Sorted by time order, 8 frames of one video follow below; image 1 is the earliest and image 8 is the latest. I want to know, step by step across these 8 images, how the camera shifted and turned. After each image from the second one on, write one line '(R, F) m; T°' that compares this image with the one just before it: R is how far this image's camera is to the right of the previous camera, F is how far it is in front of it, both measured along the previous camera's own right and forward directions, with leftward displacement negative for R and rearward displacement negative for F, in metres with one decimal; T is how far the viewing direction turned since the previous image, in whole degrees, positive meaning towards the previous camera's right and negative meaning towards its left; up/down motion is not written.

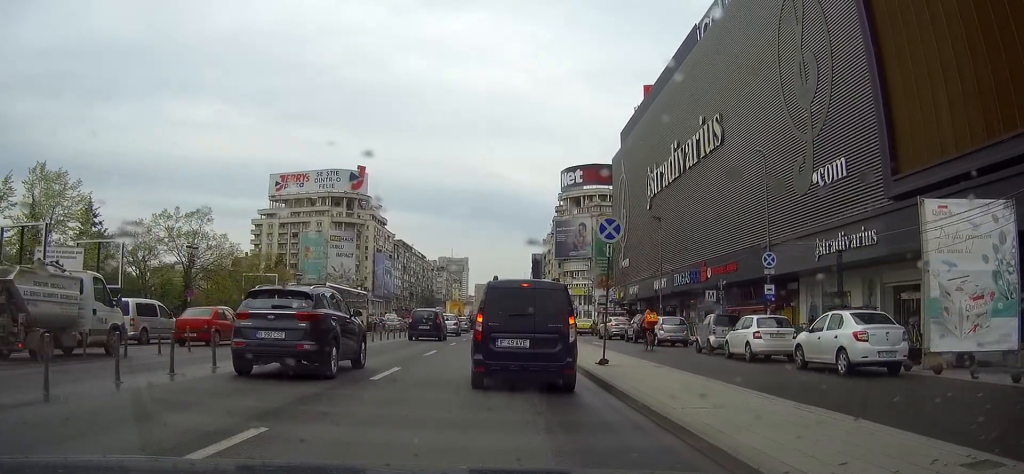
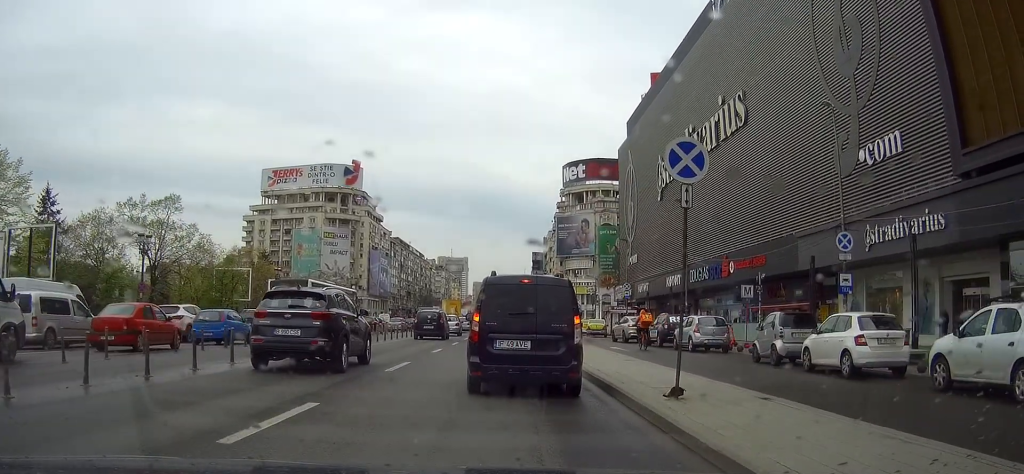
(-0.1, +7.5) m; +1°
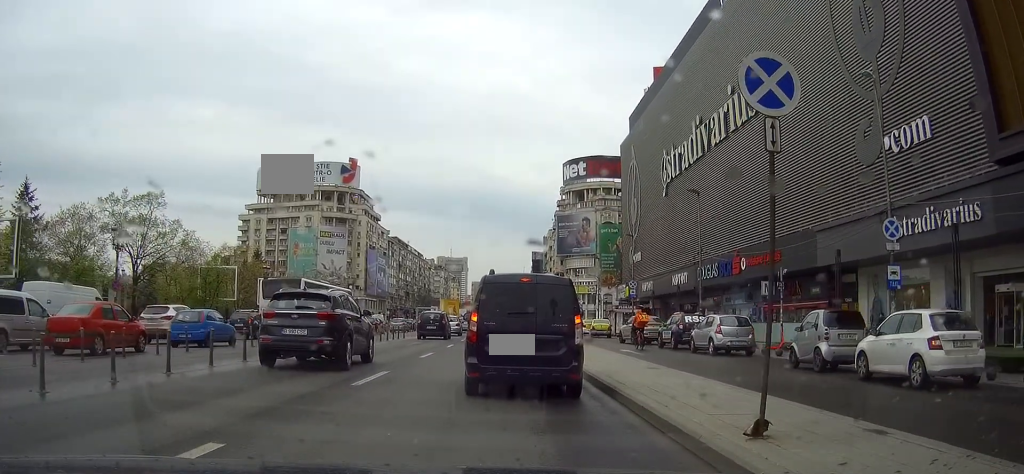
(0.0, +3.5) m; +1°
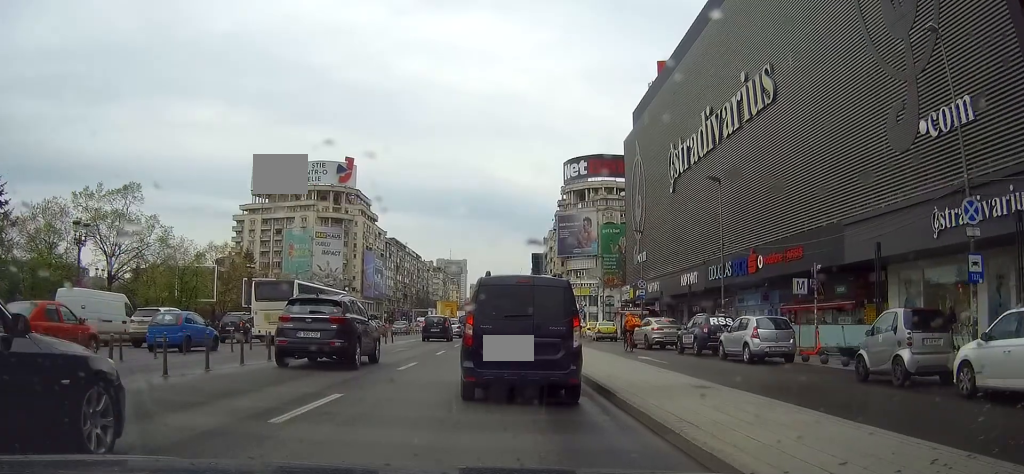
(+0.1, +4.6) m; +1°
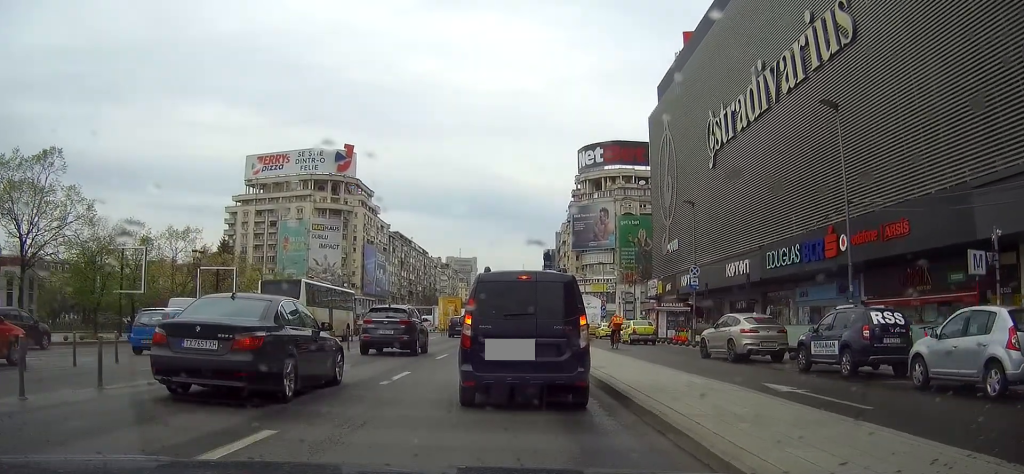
(-0.3, +14.2) m; -6°
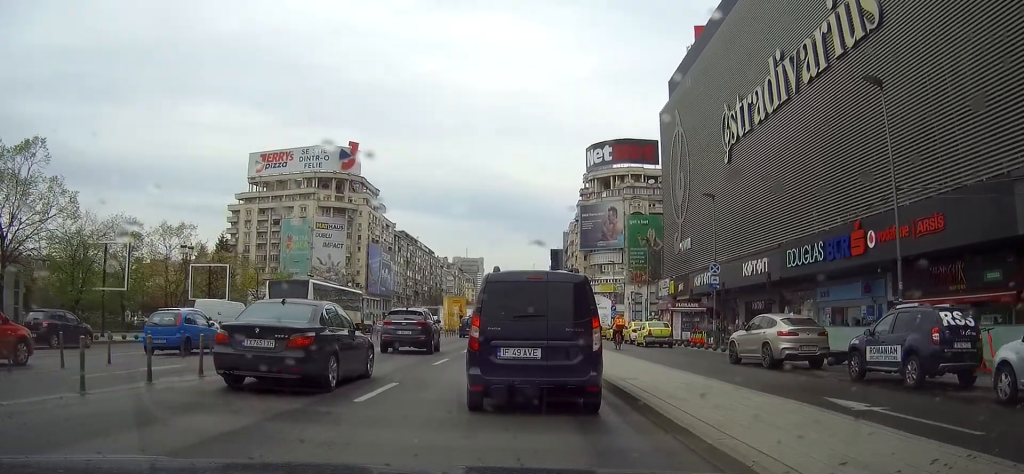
(-0.1, +2.9) m; 0°
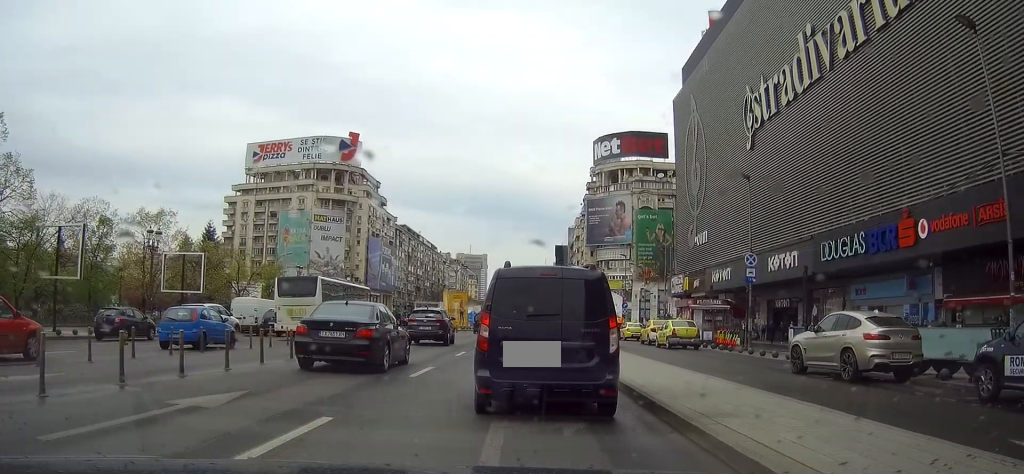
(0.0, +5.2) m; +4°
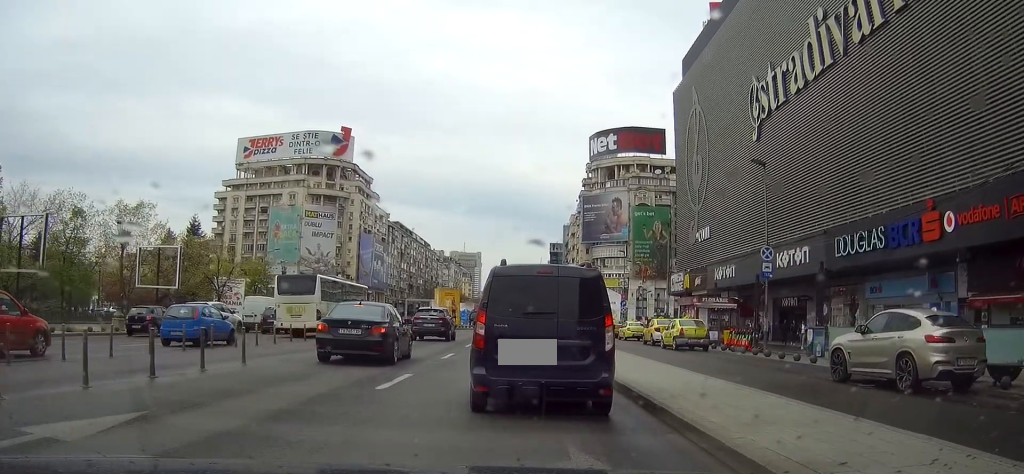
(+0.1, +2.9) m; +2°
